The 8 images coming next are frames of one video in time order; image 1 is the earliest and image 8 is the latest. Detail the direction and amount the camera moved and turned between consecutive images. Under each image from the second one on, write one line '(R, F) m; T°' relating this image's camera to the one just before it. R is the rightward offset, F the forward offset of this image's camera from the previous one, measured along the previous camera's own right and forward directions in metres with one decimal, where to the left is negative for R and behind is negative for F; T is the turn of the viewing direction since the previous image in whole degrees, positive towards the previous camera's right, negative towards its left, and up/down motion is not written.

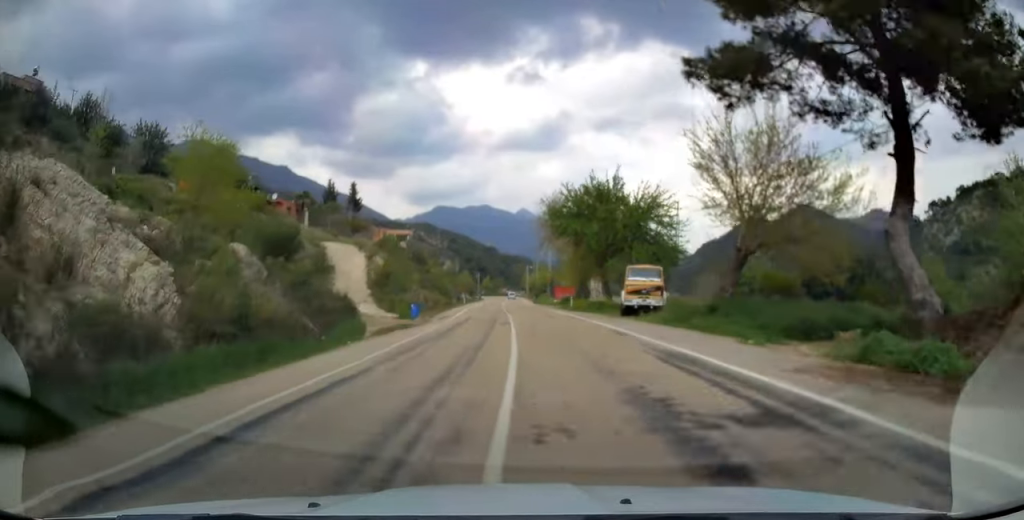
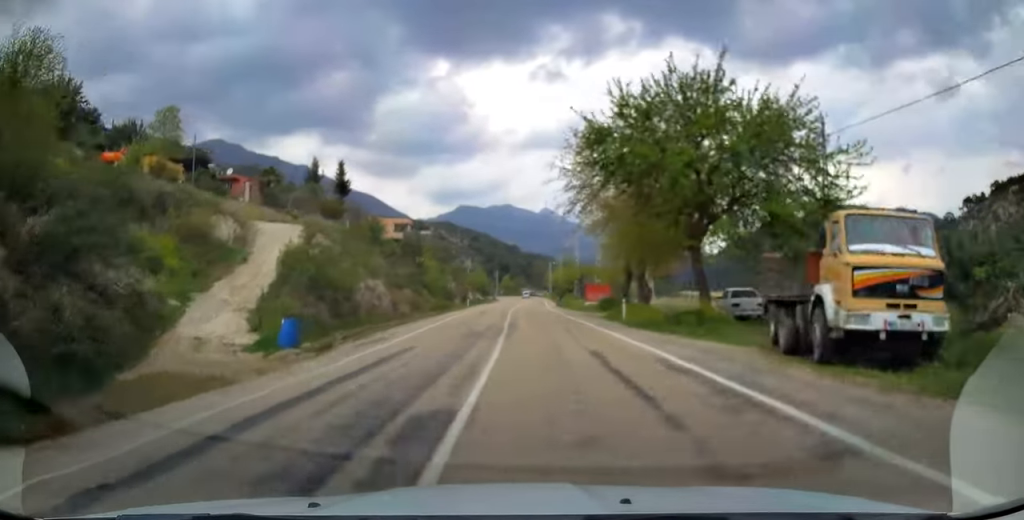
(-0.3, +22.0) m; -2°
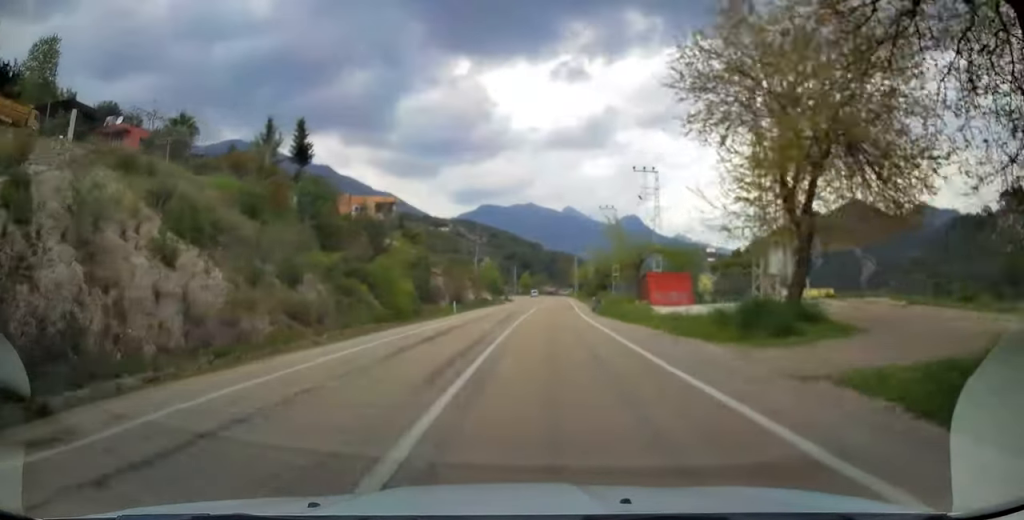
(-0.6, +27.8) m; -2°
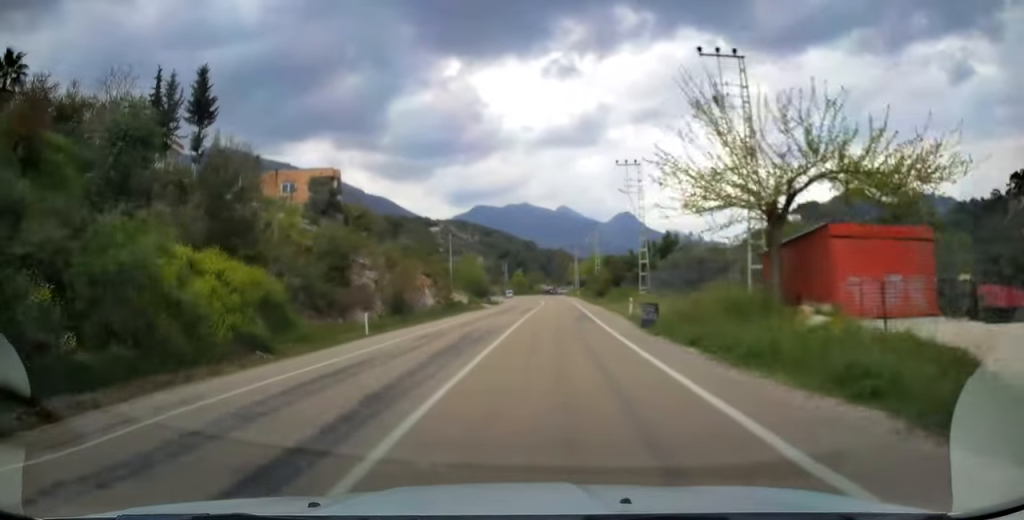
(-0.2, +24.5) m; 0°
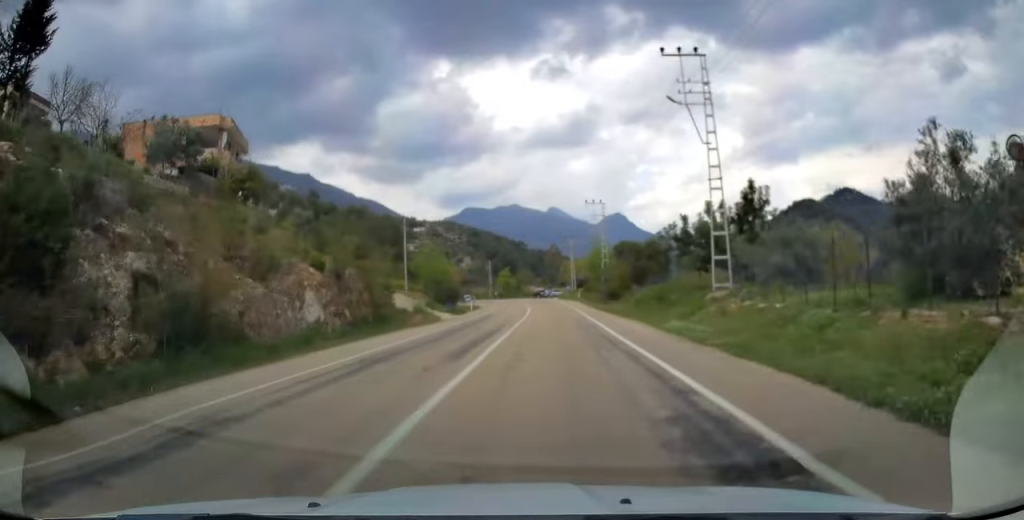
(+0.1, +24.7) m; +1°
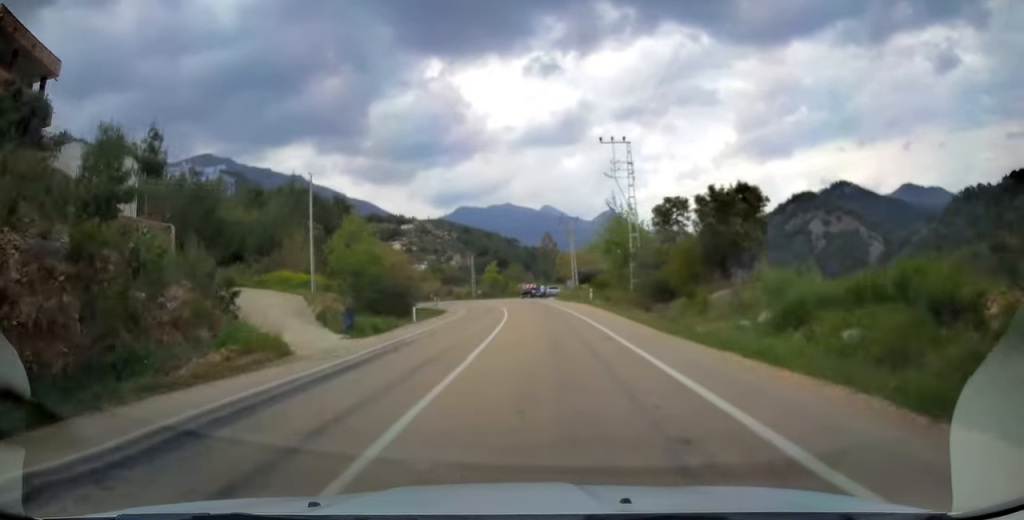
(+0.4, +26.3) m; 0°
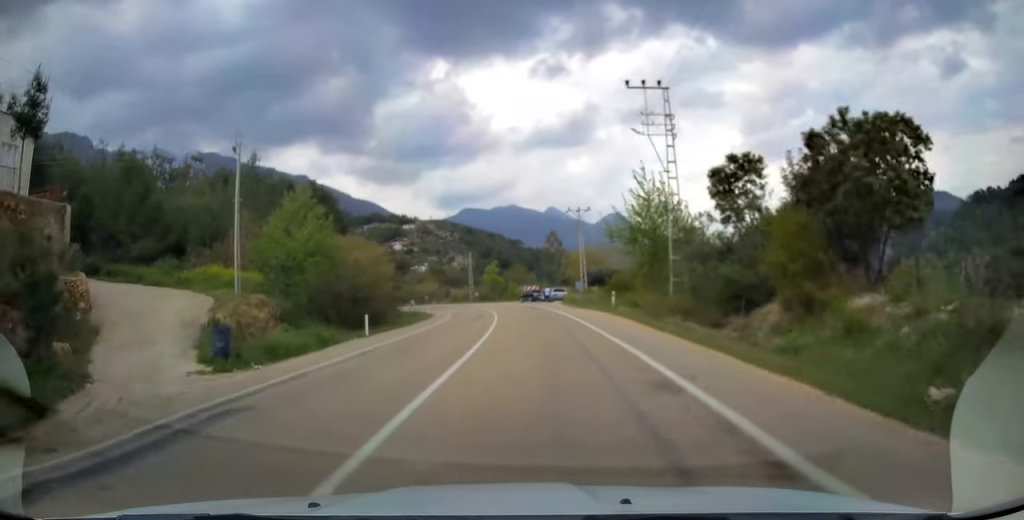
(-0.1, +11.4) m; -1°
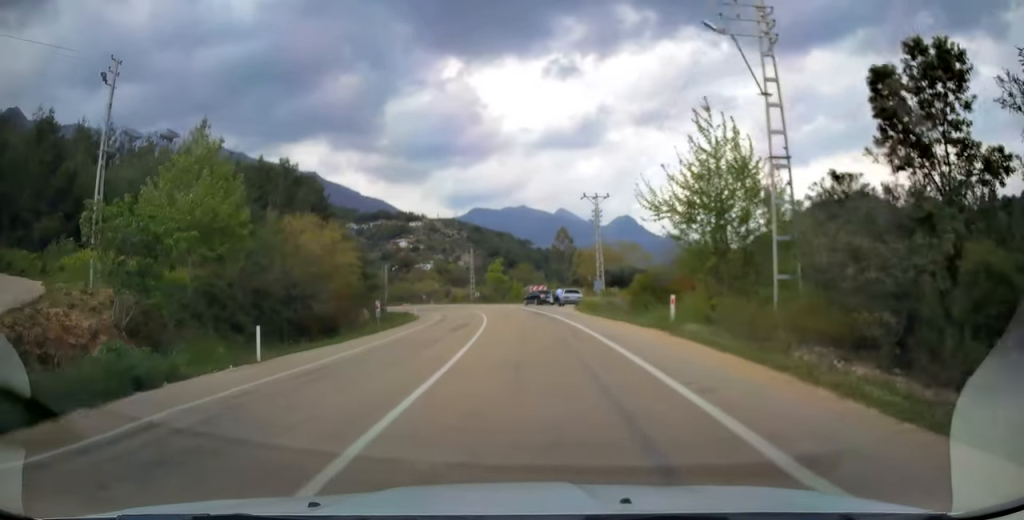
(0.0, +12.0) m; -1°
